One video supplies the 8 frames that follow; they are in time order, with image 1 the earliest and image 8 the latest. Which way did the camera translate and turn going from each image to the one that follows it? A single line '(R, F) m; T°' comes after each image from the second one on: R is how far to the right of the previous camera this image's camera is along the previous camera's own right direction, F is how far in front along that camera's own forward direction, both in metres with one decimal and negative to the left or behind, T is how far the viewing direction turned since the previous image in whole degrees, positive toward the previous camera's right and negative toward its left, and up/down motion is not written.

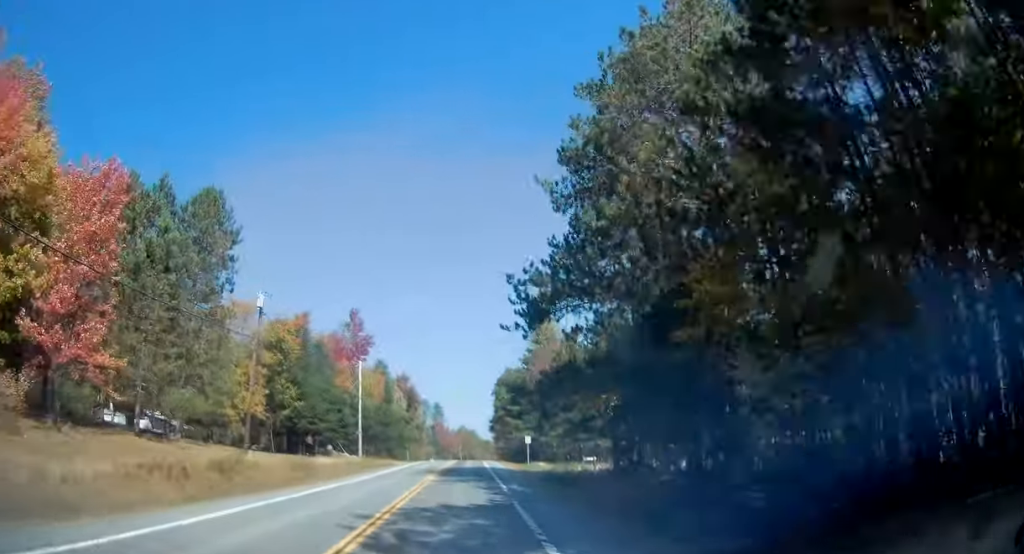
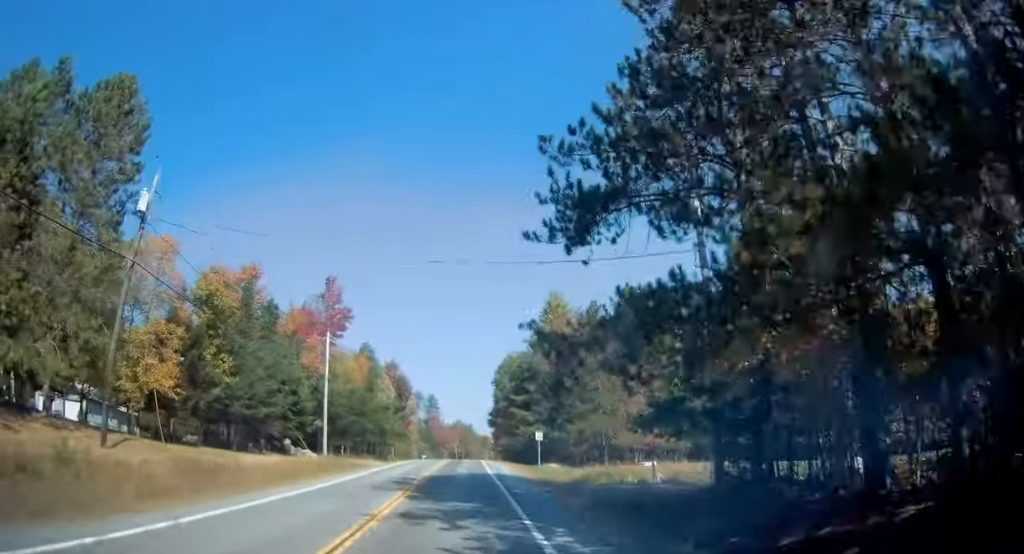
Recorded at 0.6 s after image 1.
(+0.1, +13.5) m; +1°
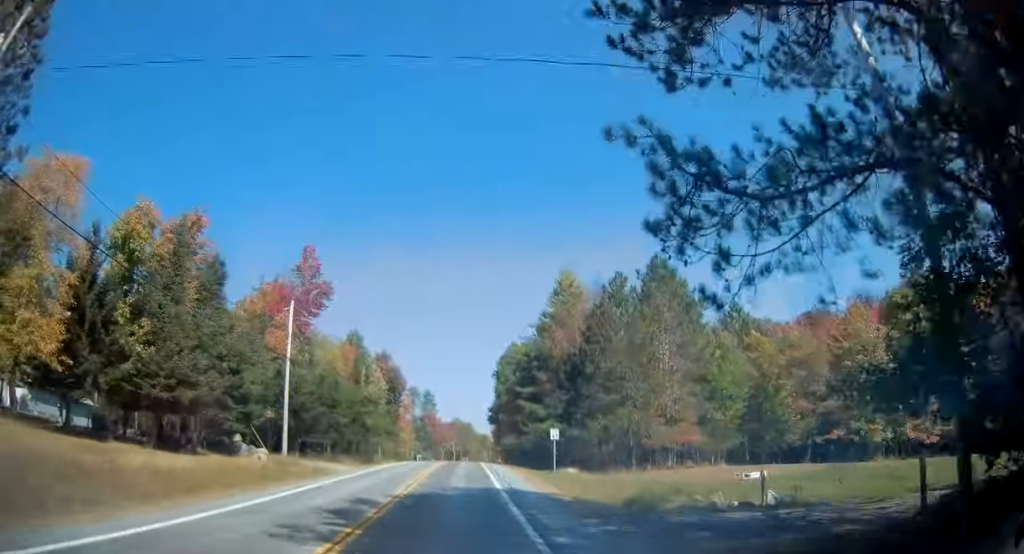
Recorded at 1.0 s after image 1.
(+0.1, +10.6) m; +1°
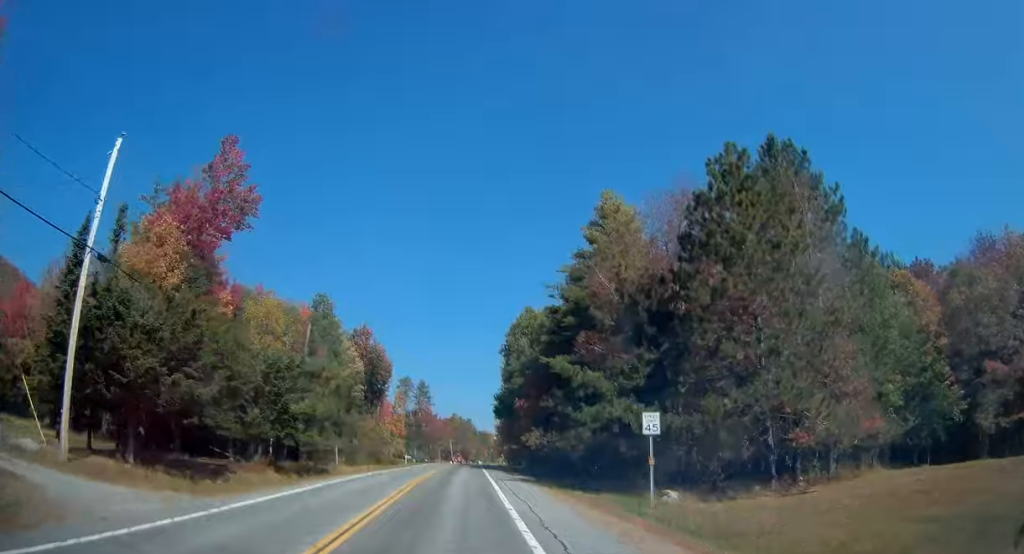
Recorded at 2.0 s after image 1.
(+0.3, +24.2) m; +1°
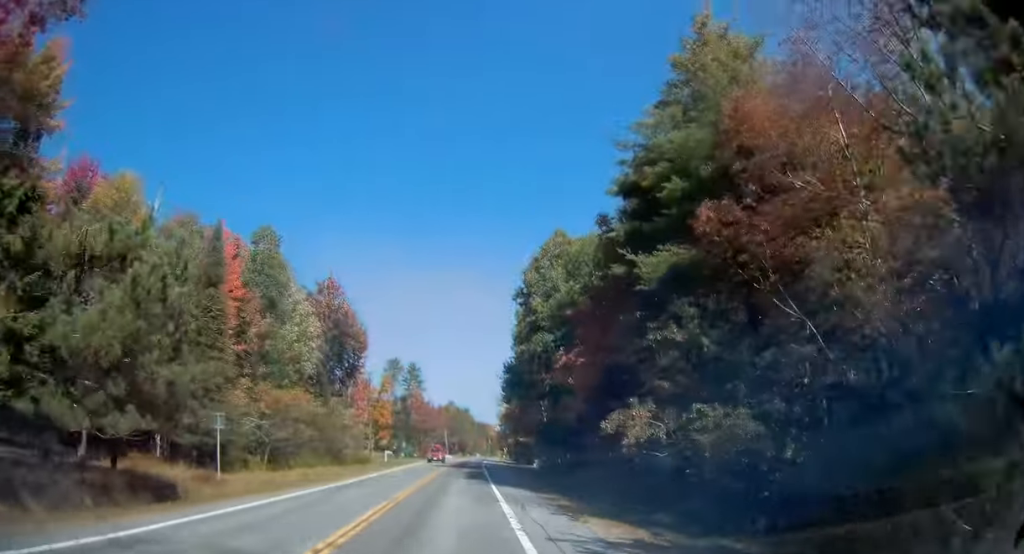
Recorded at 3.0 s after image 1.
(0.0, +25.7) m; 0°
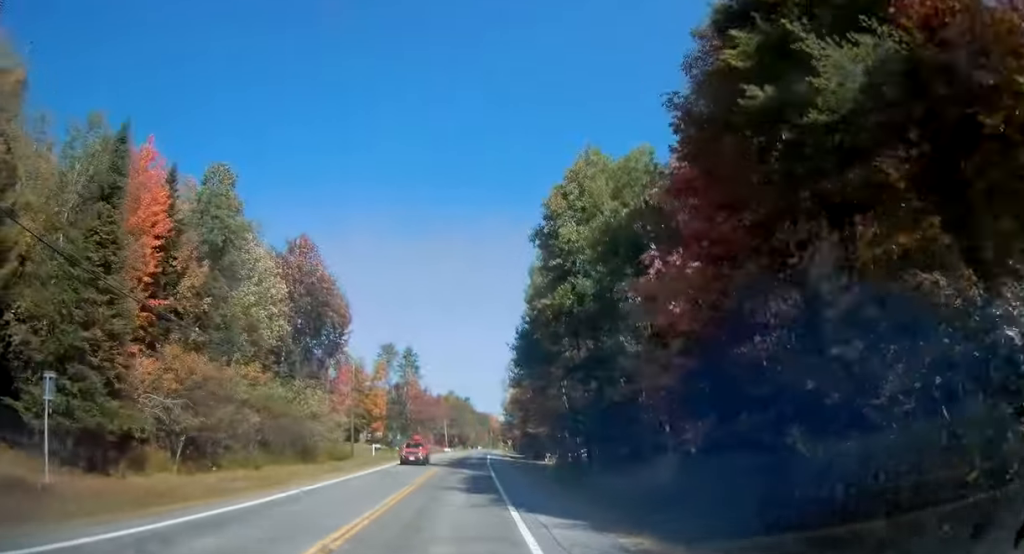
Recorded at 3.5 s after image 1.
(-0.1, +14.0) m; 0°
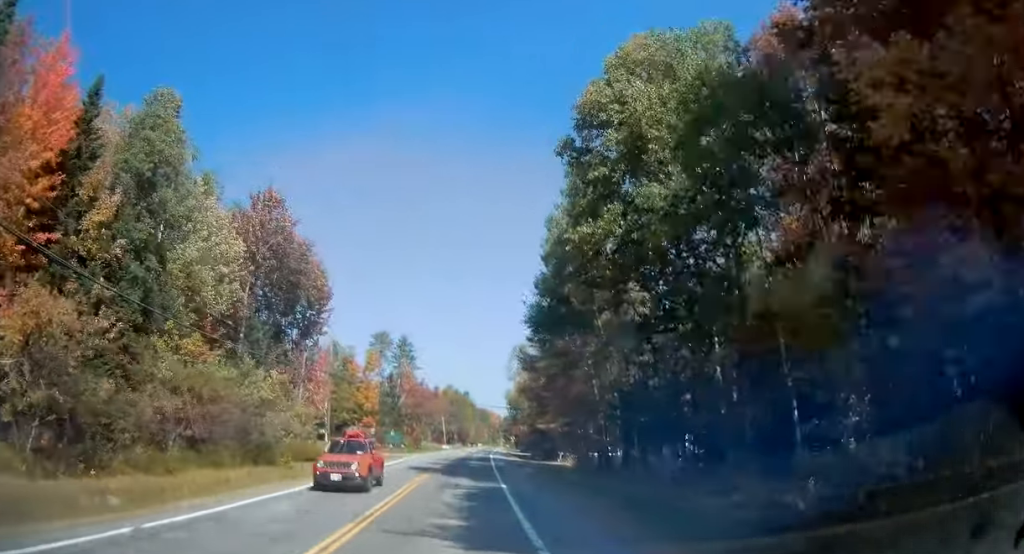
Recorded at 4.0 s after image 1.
(0.0, +12.7) m; 0°
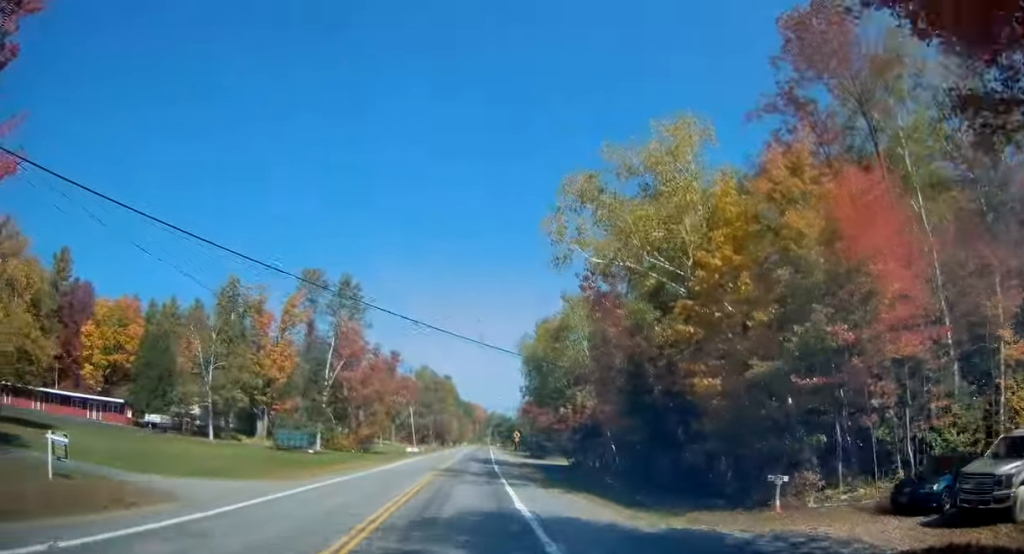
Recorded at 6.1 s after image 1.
(+1.0, +55.9) m; +2°
